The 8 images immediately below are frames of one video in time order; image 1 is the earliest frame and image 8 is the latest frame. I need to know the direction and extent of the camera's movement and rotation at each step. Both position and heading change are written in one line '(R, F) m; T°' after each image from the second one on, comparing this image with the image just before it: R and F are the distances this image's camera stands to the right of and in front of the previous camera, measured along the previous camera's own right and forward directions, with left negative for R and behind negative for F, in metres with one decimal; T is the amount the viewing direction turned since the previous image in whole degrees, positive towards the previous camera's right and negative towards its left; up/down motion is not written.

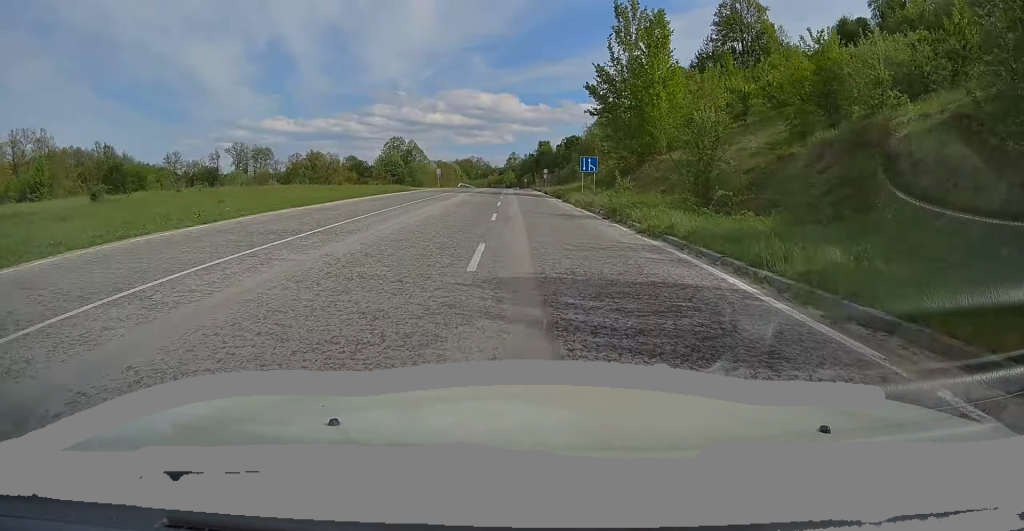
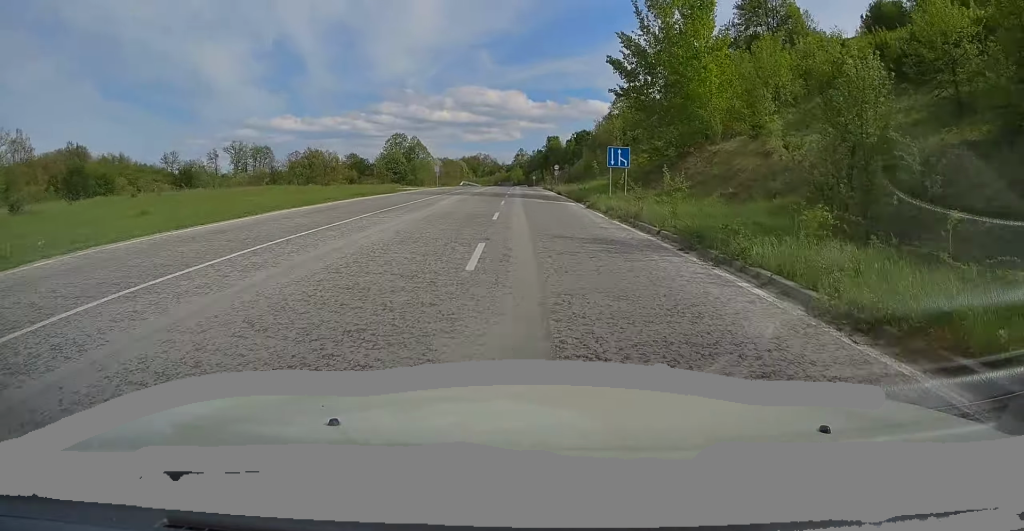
(-0.1, +9.2) m; 0°
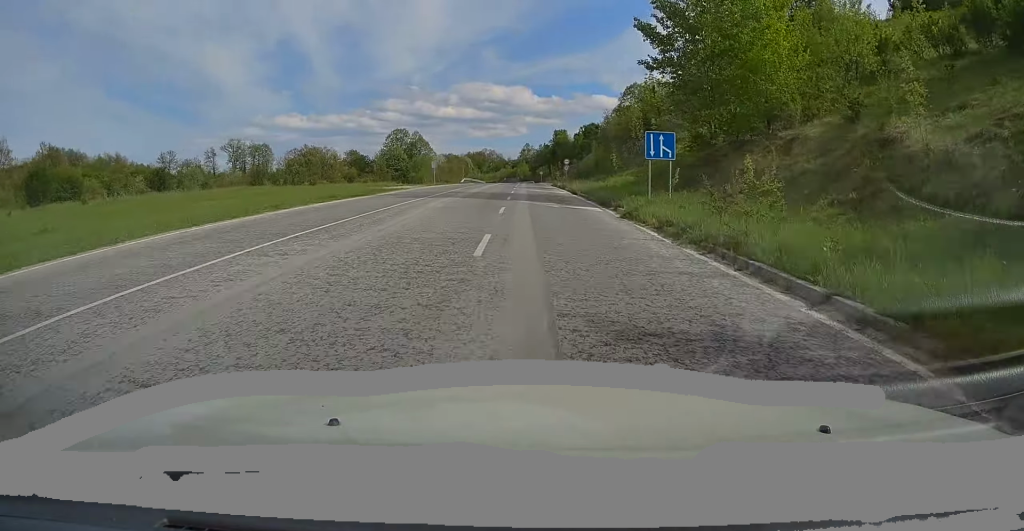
(-0.1, +7.9) m; 0°
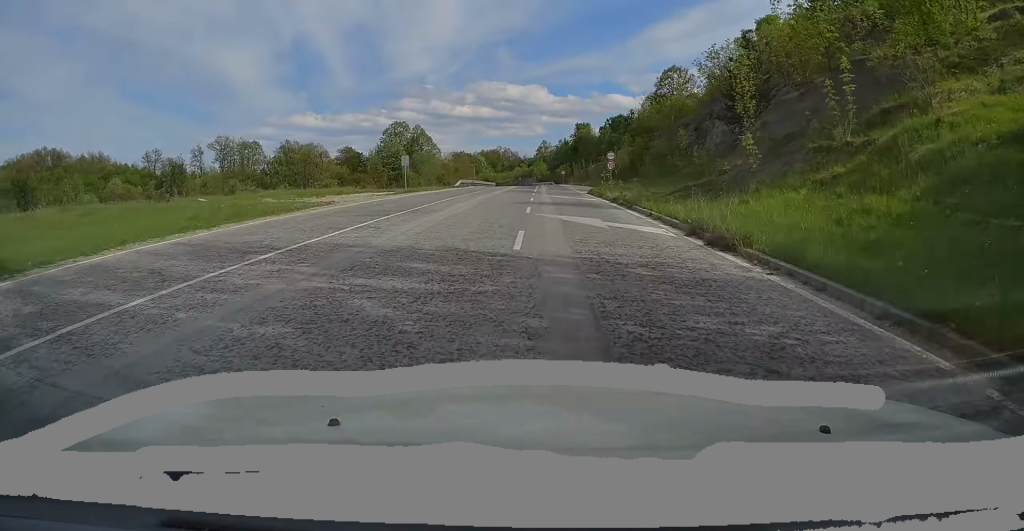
(+0.1, +25.7) m; -2°
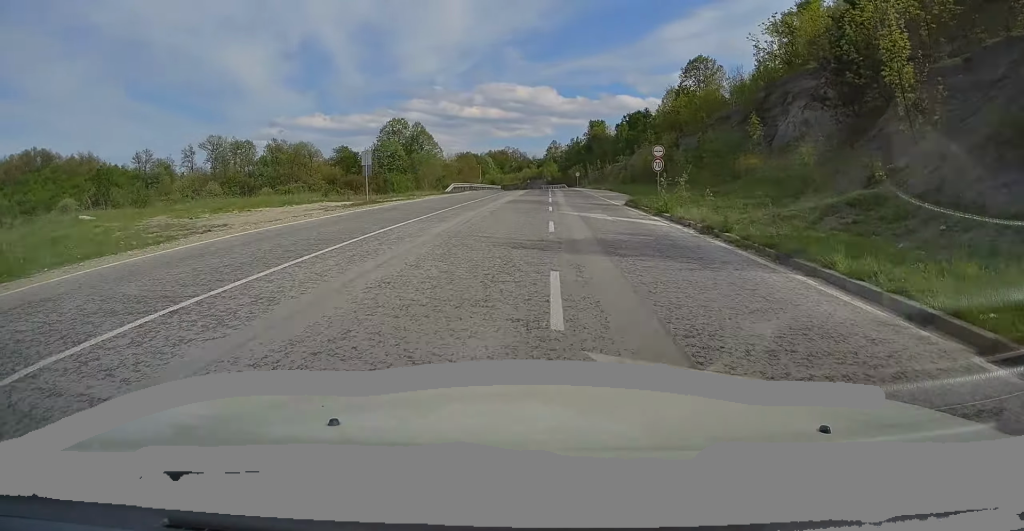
(-0.5, +13.7) m; -1°
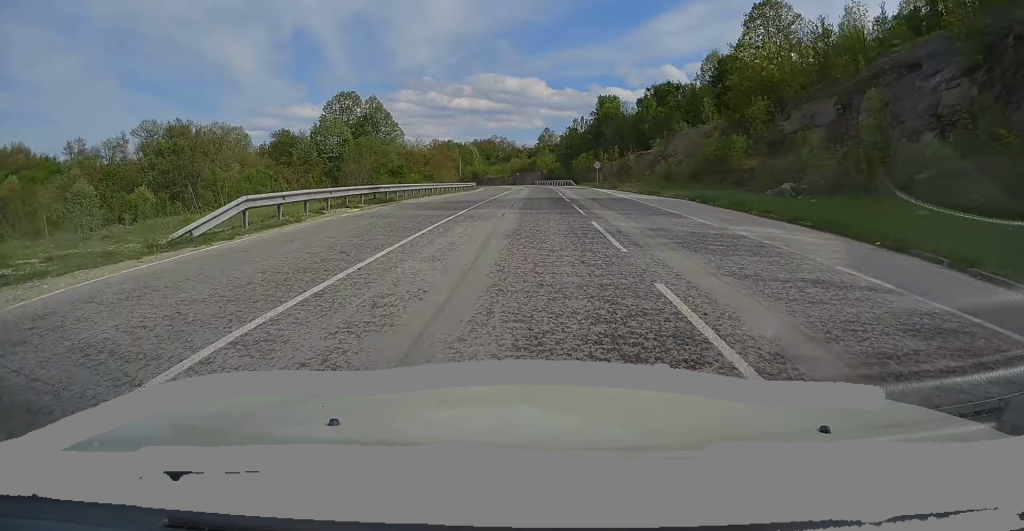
(+0.5, +38.9) m; +1°
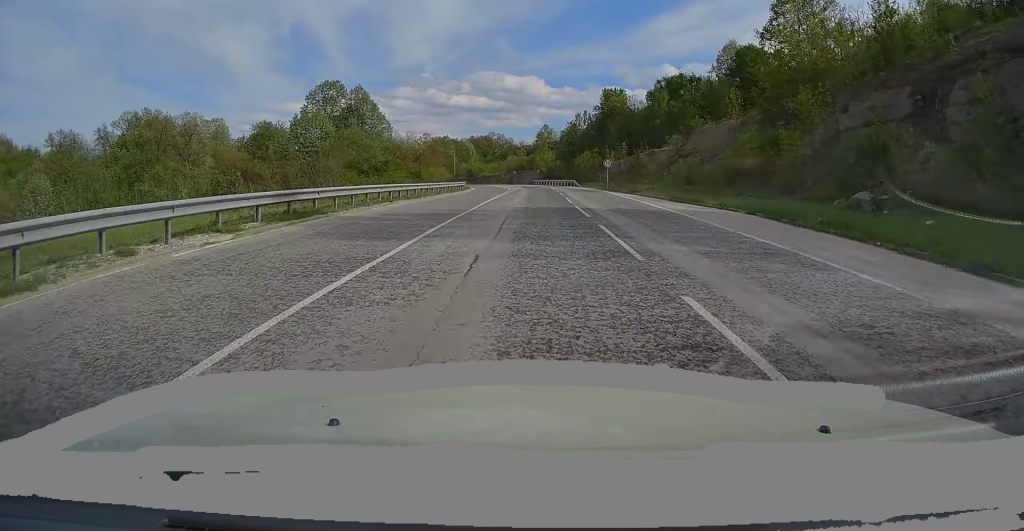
(0.0, +9.6) m; 0°
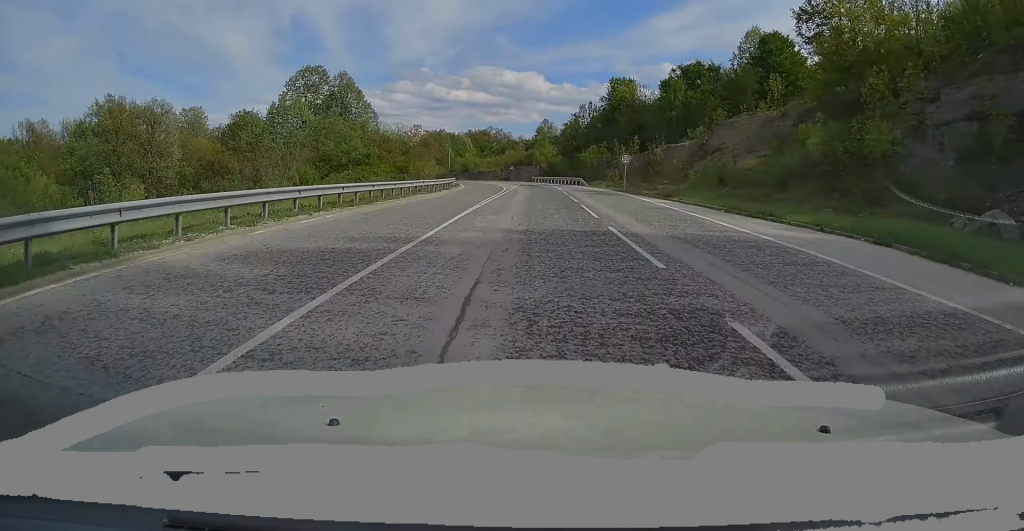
(0.0, +10.0) m; 0°
